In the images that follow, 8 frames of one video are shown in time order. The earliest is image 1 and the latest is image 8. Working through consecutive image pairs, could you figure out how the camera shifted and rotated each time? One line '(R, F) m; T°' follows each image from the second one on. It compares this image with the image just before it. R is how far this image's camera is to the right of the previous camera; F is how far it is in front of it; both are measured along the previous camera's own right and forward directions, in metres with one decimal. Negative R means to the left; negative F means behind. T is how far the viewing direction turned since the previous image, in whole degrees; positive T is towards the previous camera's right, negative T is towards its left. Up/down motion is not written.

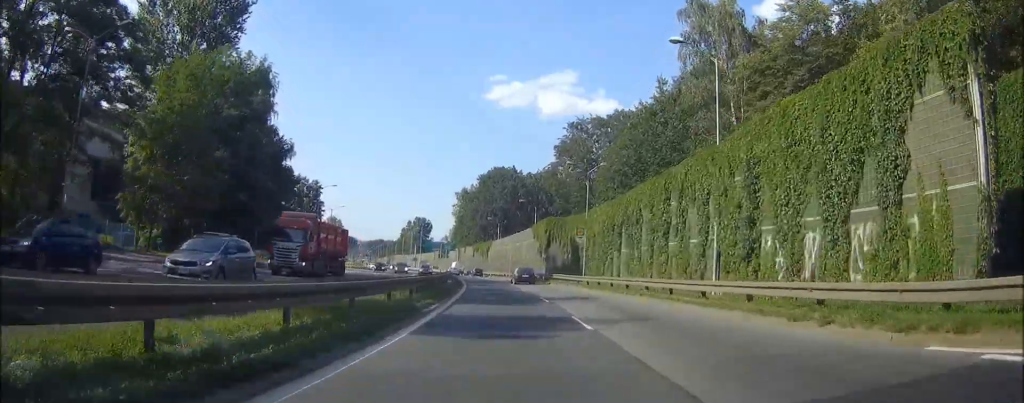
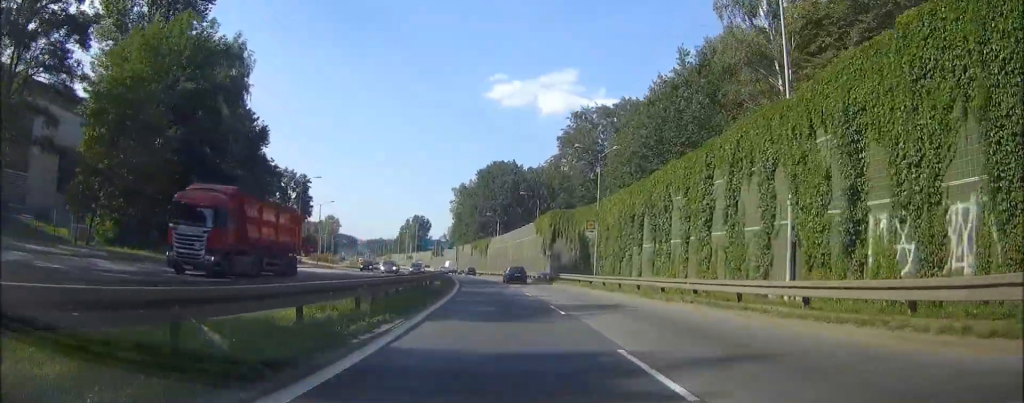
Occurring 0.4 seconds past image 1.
(0.0, +7.5) m; 0°
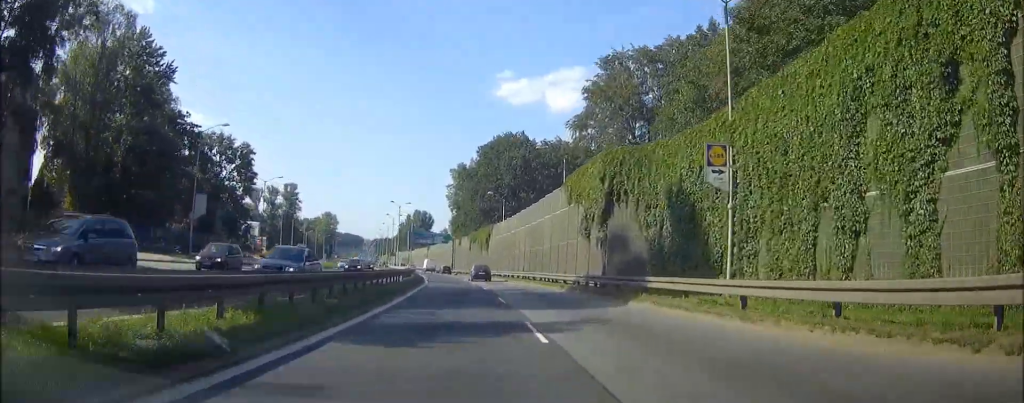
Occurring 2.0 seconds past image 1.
(-0.2, +30.5) m; -1°
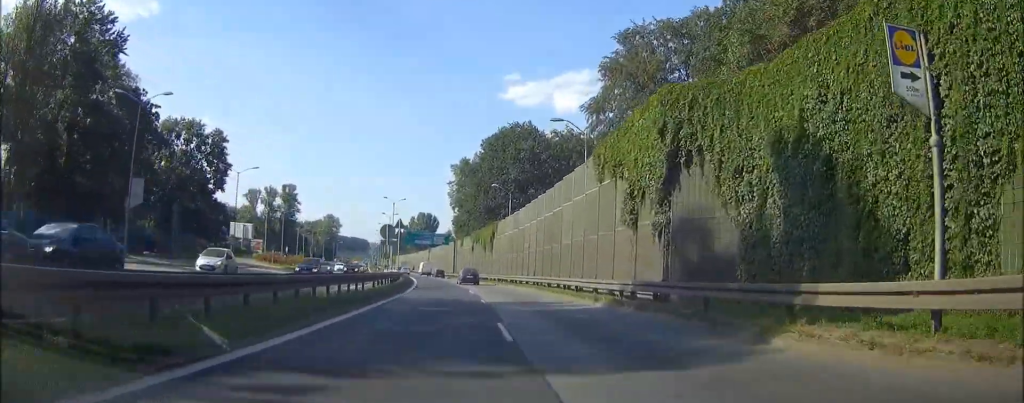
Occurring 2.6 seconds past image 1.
(0.0, +10.5) m; -1°
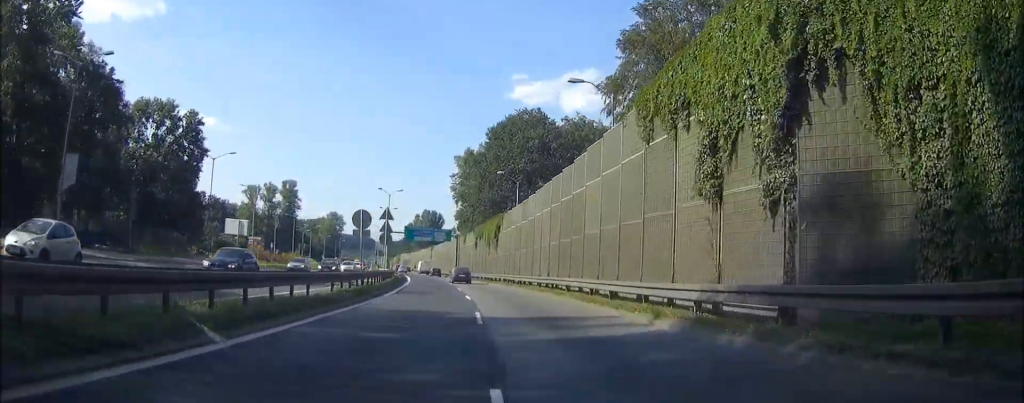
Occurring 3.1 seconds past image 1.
(-0.1, +8.6) m; -1°
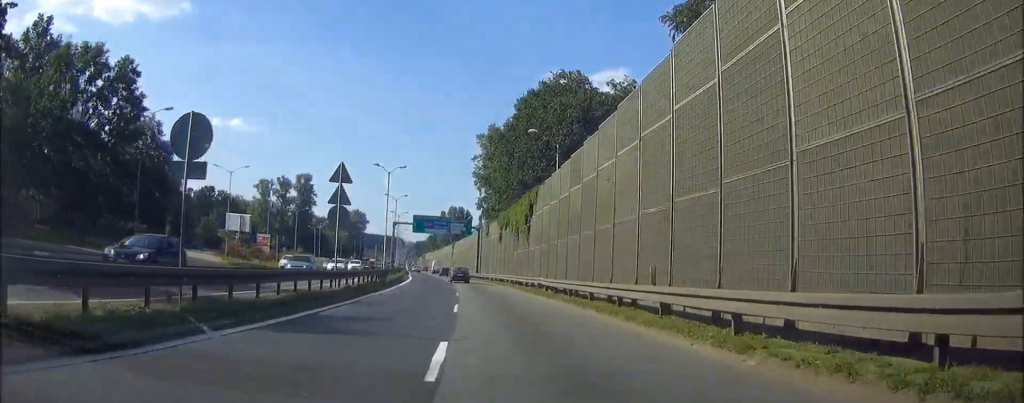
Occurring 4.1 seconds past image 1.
(-0.4, +19.7) m; -3°
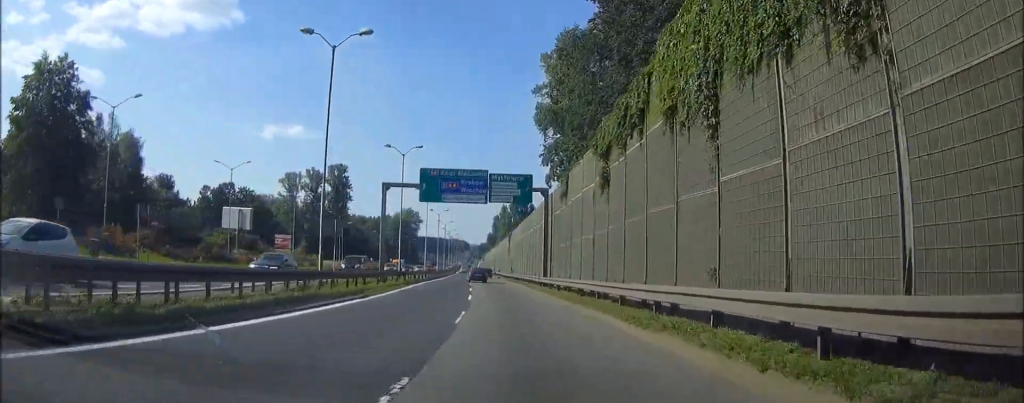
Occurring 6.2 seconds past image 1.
(-1.7, +39.0) m; -5°
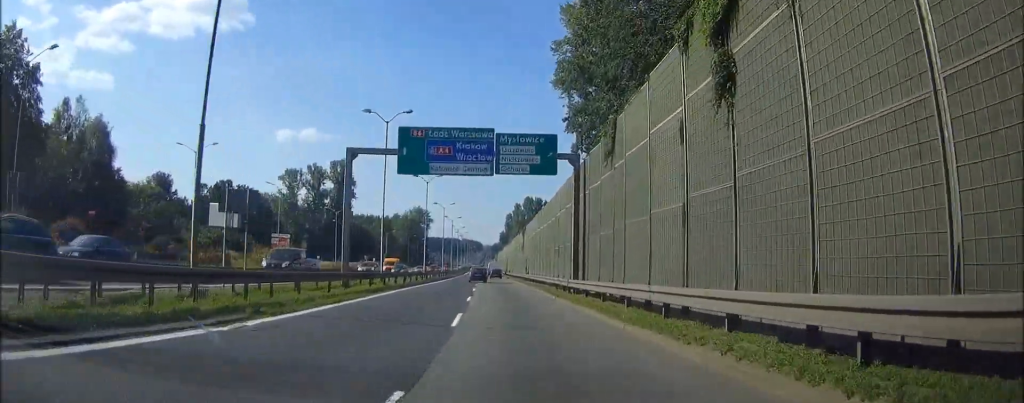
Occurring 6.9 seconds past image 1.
(-0.1, +12.6) m; -1°
